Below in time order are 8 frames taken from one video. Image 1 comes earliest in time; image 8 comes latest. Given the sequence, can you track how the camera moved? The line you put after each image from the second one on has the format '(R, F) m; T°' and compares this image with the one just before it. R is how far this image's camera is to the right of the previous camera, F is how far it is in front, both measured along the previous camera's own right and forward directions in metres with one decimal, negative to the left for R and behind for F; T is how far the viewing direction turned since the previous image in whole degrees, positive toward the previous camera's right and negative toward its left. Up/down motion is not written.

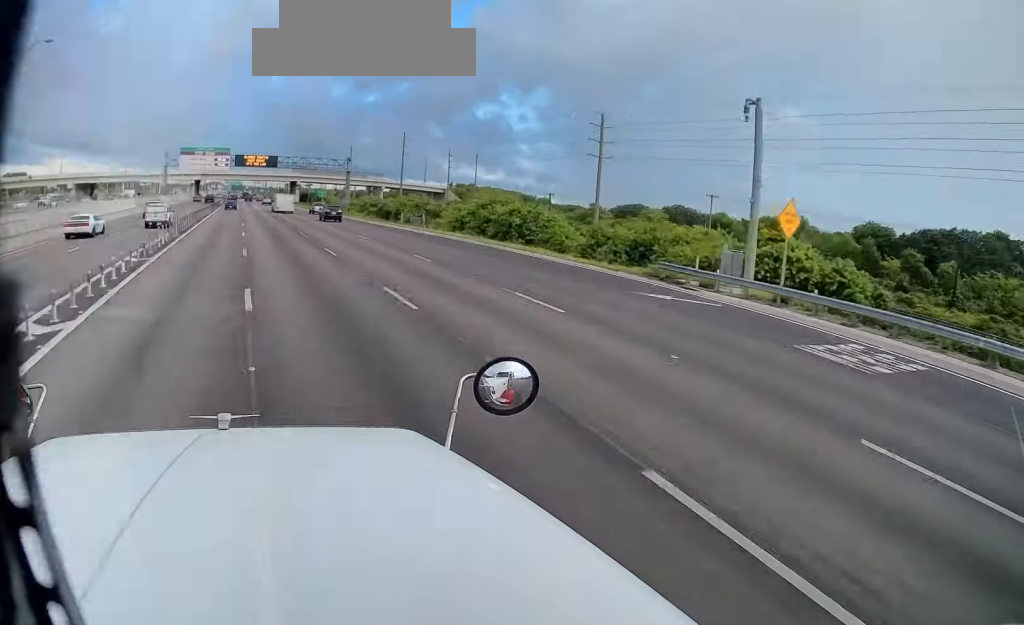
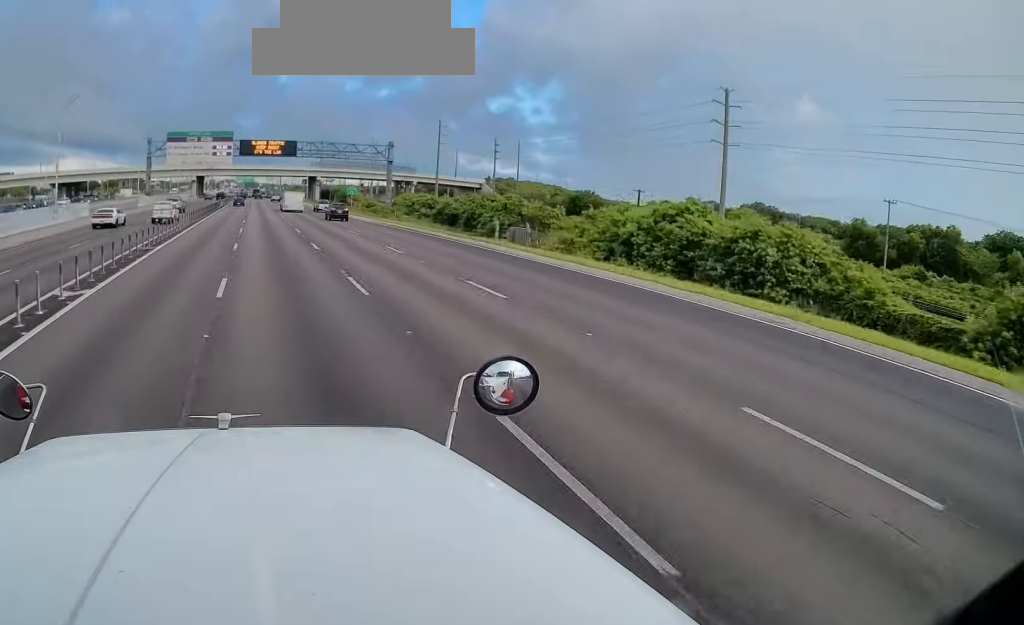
(-0.5, +34.9) m; -1°
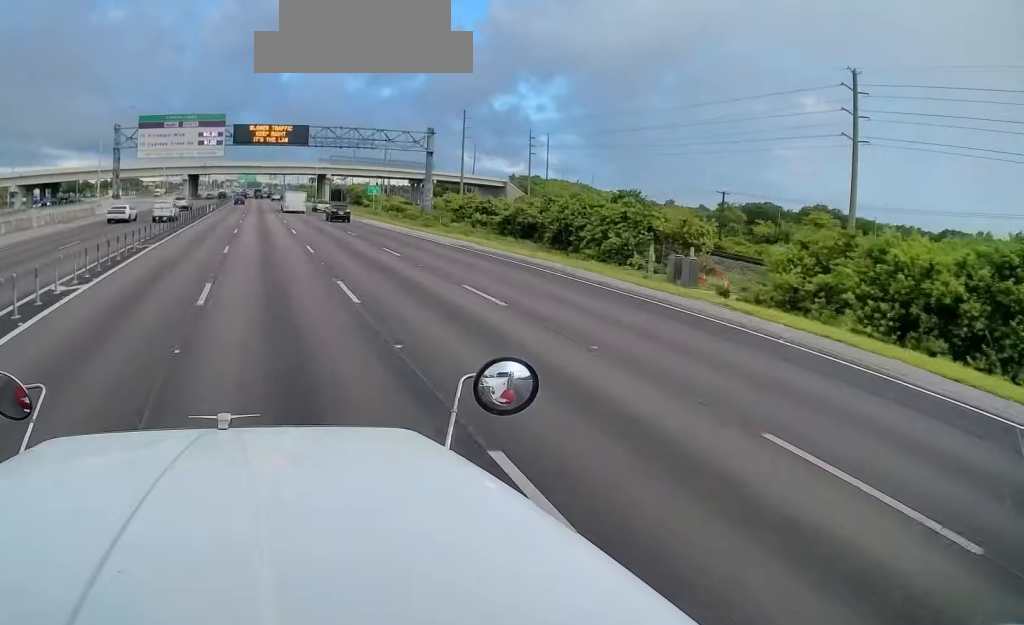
(+0.1, +25.4) m; 0°
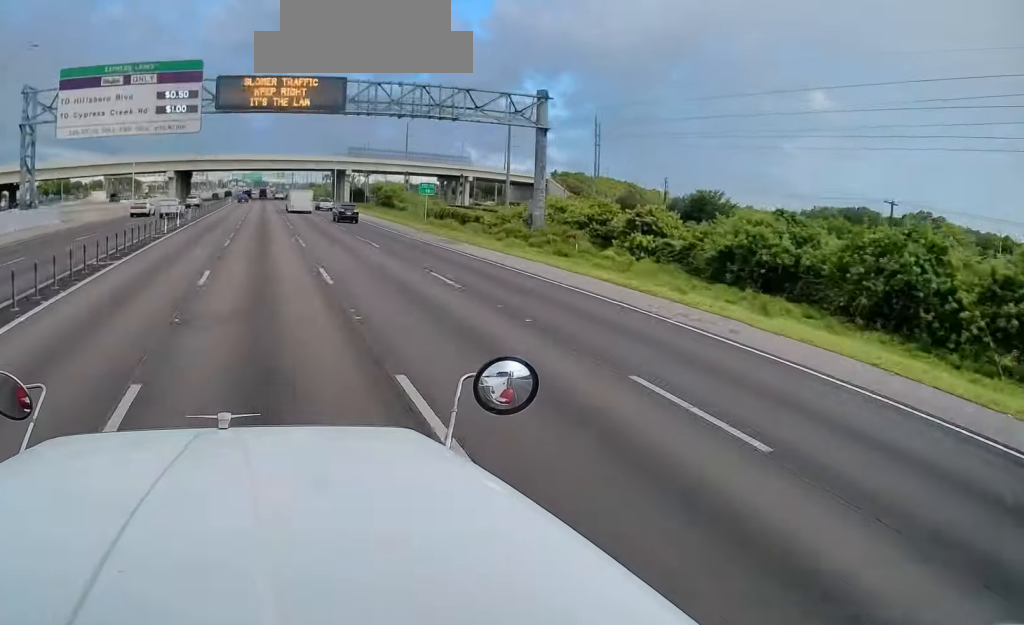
(0.0, +32.9) m; 0°
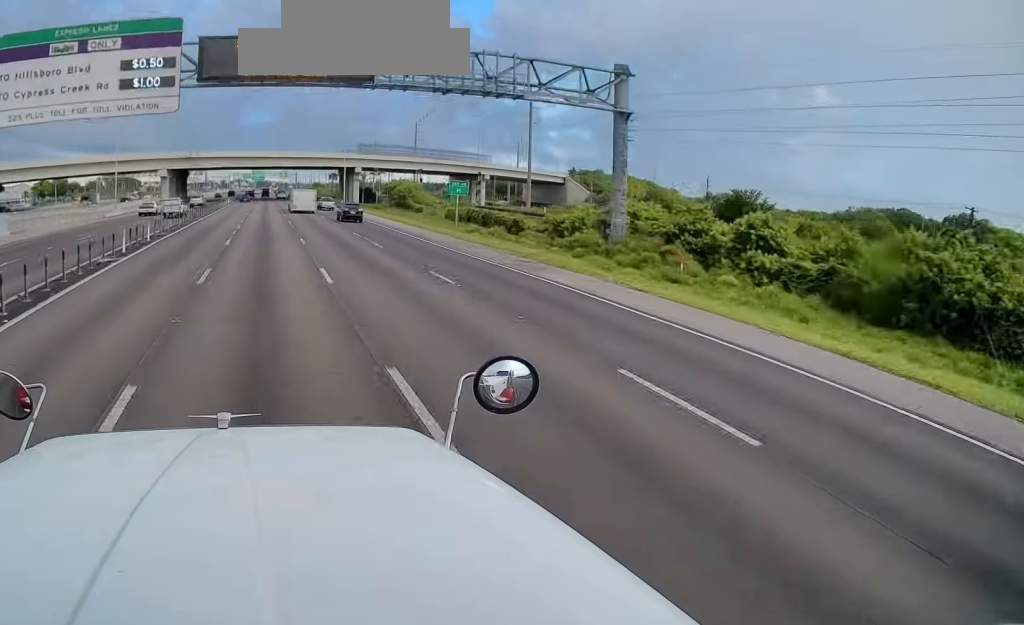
(0.0, +13.1) m; 0°
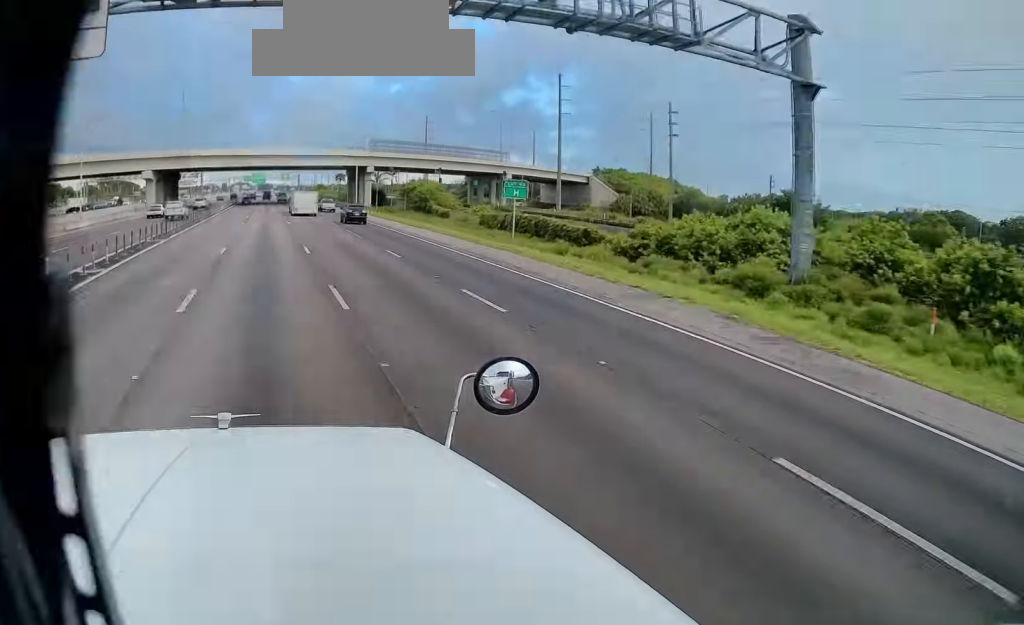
(+0.3, +15.8) m; -1°
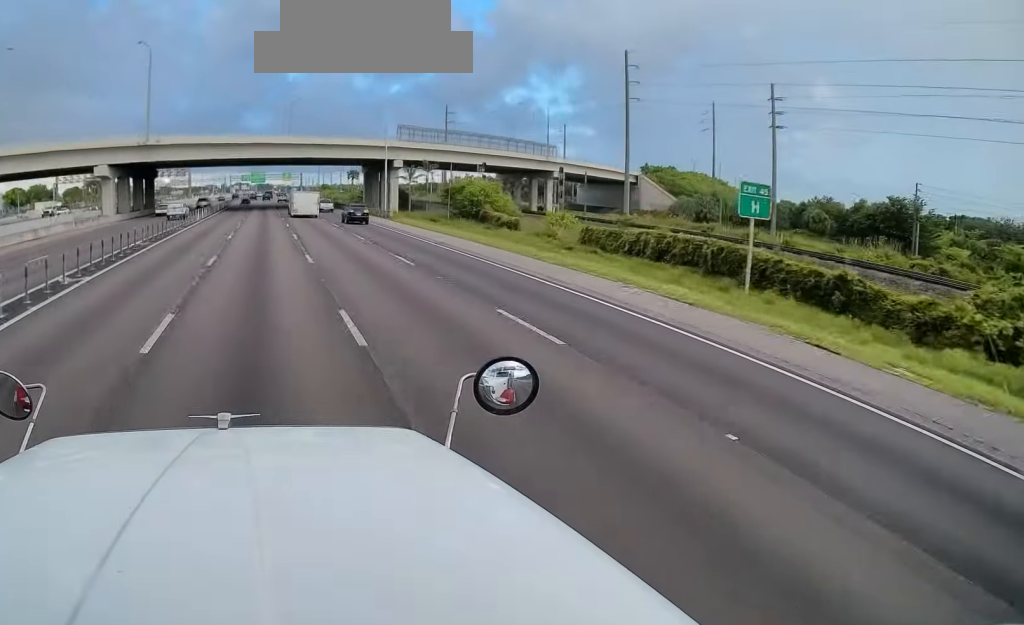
(-0.8, +27.2) m; -2°
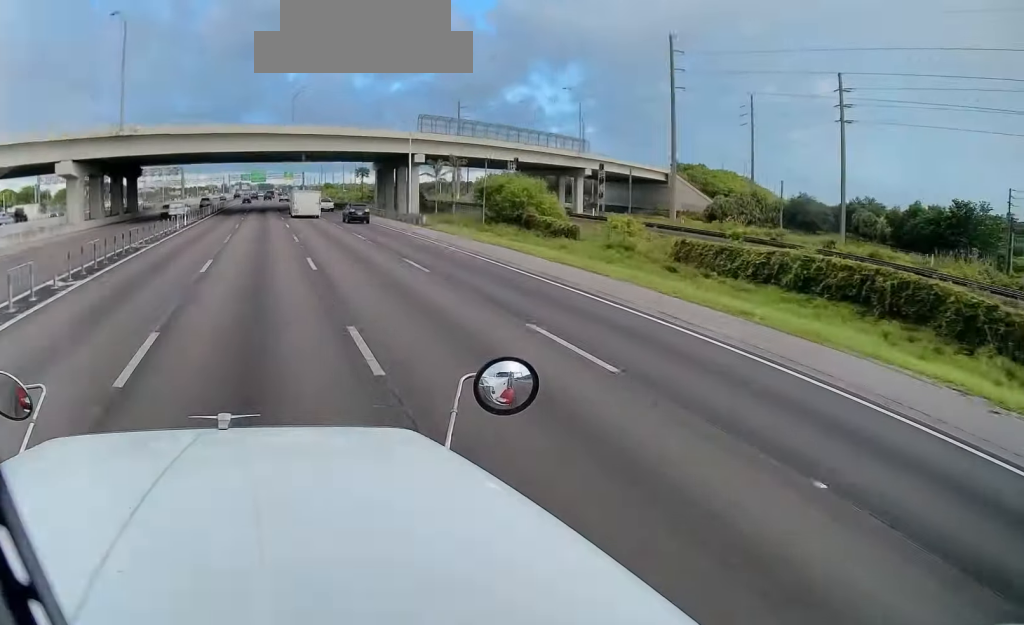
(-0.1, +15.0) m; 0°
